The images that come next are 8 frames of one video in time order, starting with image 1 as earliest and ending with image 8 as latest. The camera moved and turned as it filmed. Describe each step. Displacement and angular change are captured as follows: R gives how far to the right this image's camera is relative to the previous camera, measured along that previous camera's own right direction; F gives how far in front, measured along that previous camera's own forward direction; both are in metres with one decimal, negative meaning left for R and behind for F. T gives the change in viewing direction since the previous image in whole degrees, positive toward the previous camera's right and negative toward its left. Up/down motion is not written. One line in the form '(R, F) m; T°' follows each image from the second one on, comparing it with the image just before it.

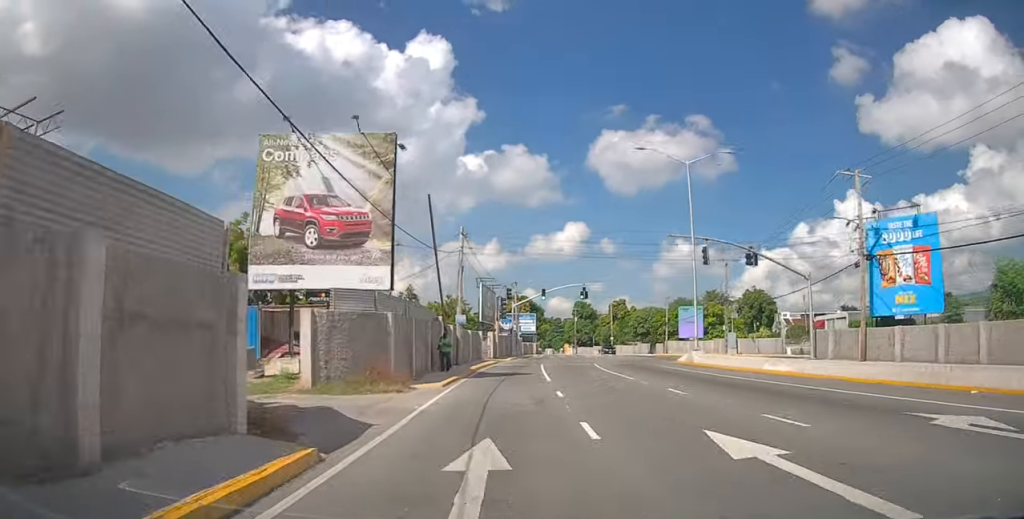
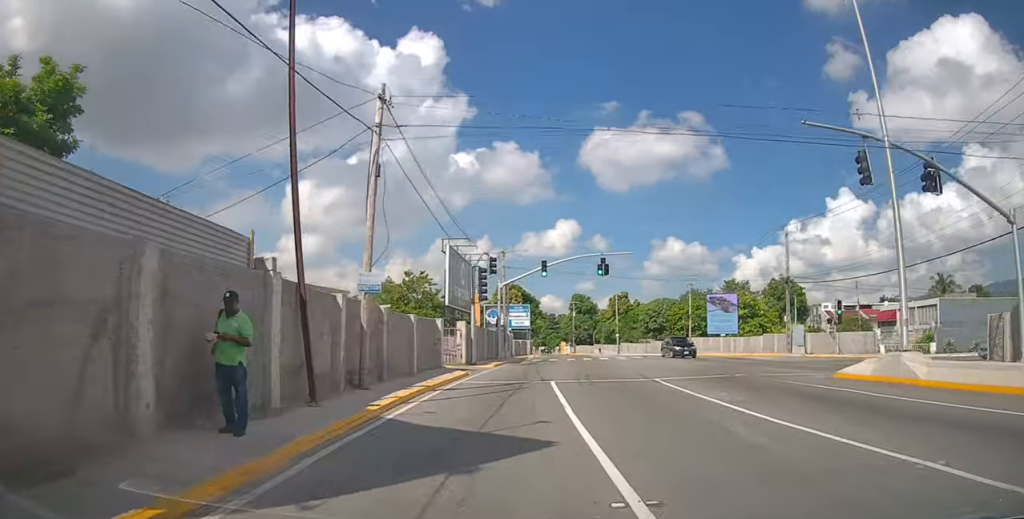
(+0.2, +17.5) m; +1°
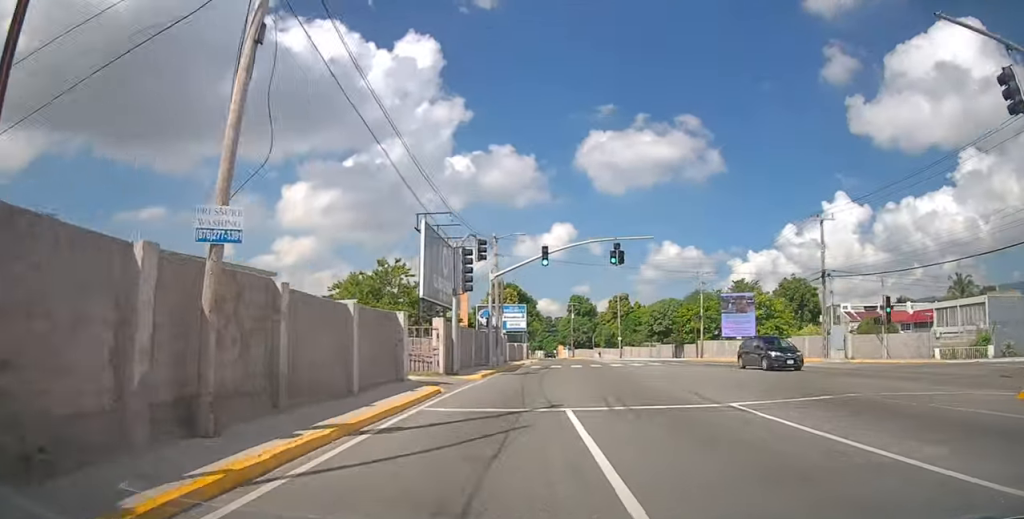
(0.0, +6.9) m; +1°
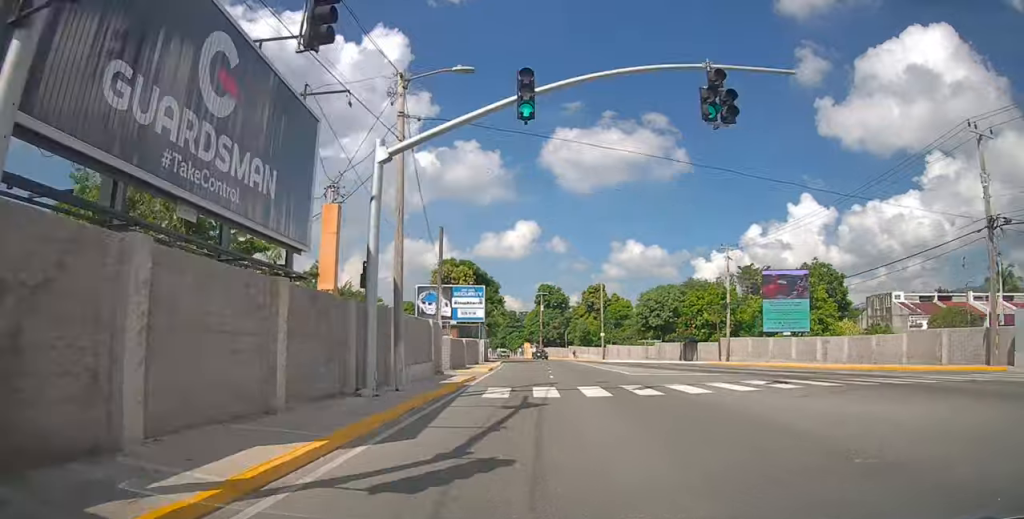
(+0.5, +20.6) m; +2°
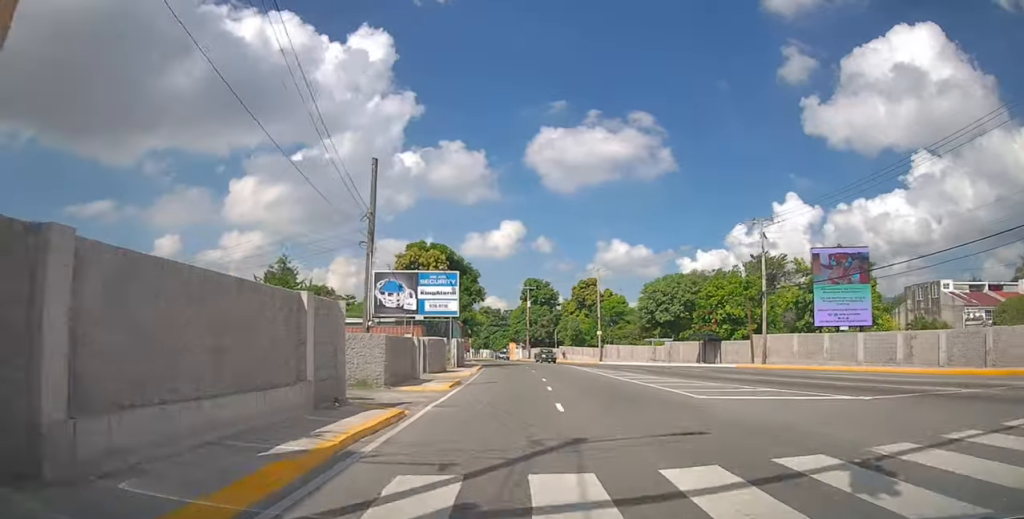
(+0.1, +10.9) m; +1°
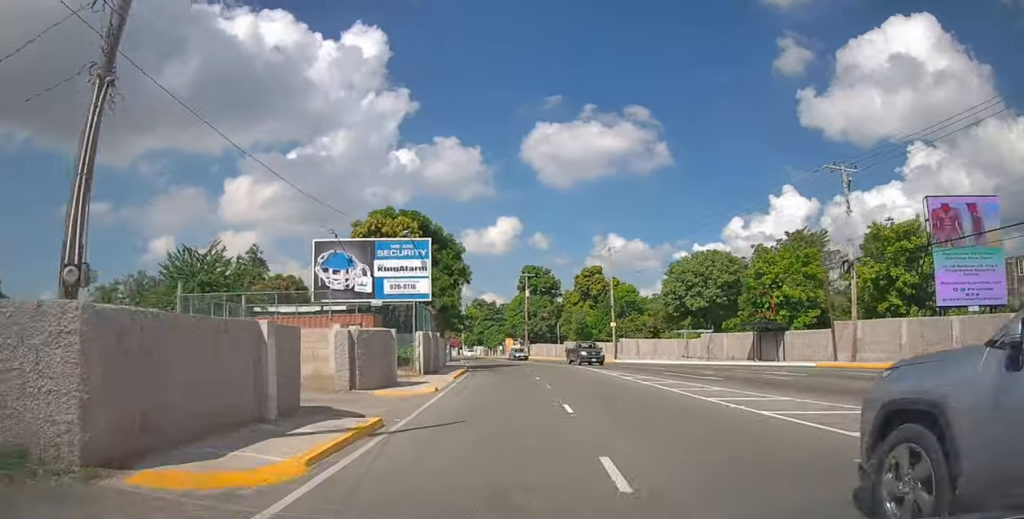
(+0.1, +12.3) m; +1°
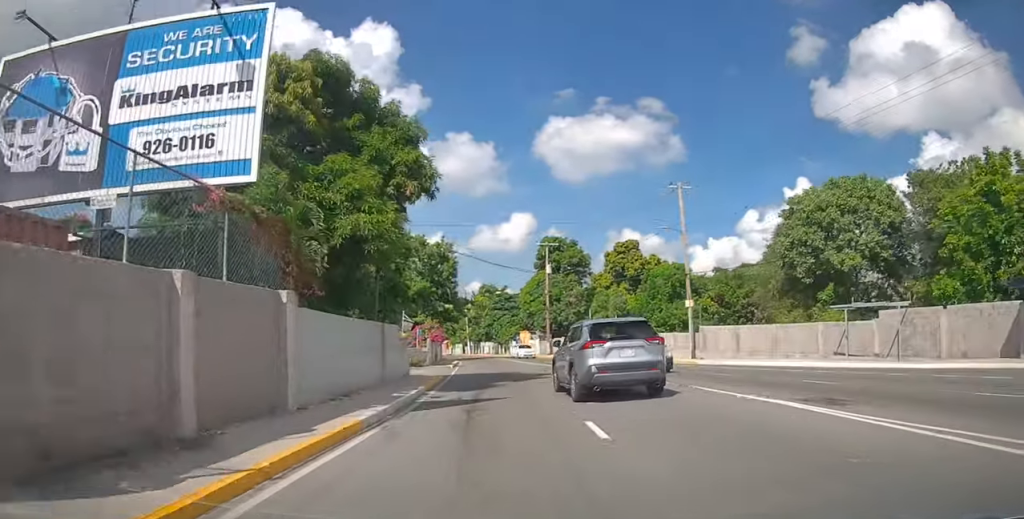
(-0.1, +22.1) m; -2°
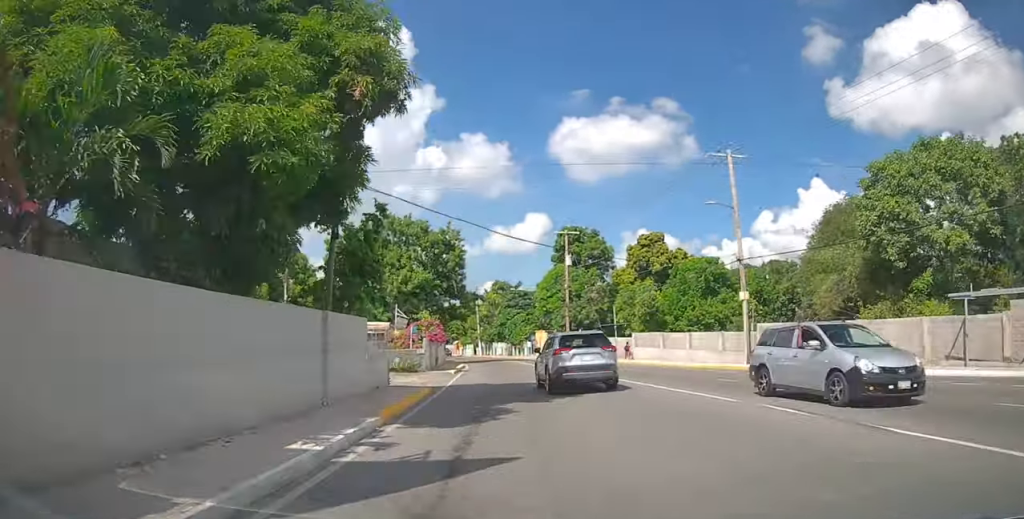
(-0.1, +6.9) m; -1°
